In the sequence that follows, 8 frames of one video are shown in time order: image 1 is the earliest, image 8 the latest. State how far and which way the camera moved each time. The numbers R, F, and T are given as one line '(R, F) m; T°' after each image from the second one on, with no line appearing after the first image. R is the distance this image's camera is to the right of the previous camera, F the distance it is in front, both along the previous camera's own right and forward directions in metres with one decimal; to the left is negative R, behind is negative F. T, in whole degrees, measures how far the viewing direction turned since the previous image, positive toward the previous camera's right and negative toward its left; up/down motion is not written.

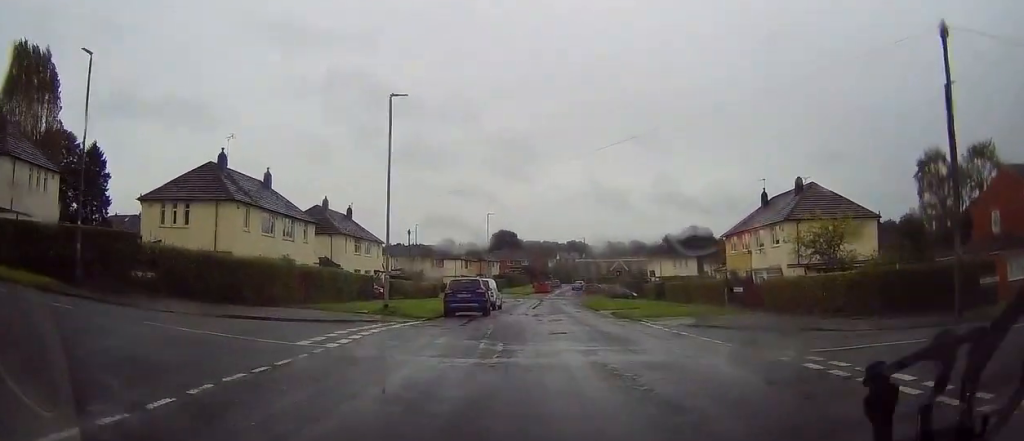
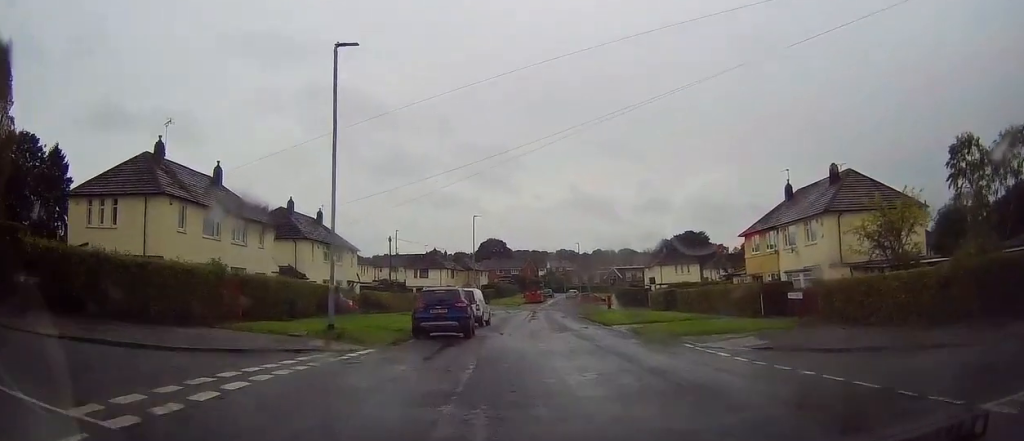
(-0.1, +6.9) m; -1°
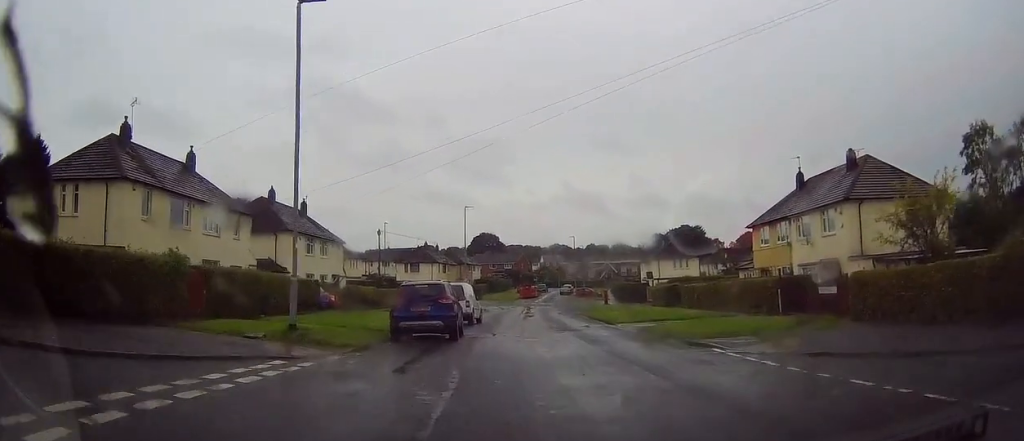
(-0.1, +3.0) m; 0°
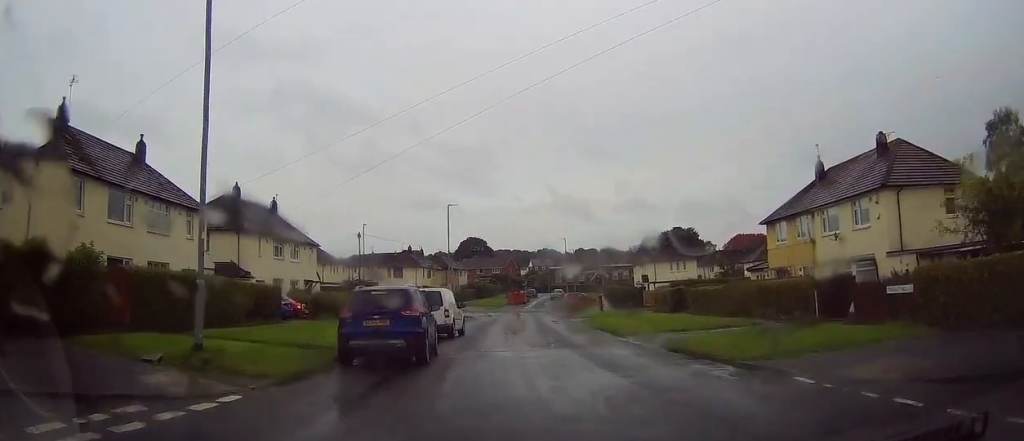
(+0.1, +4.7) m; +1°
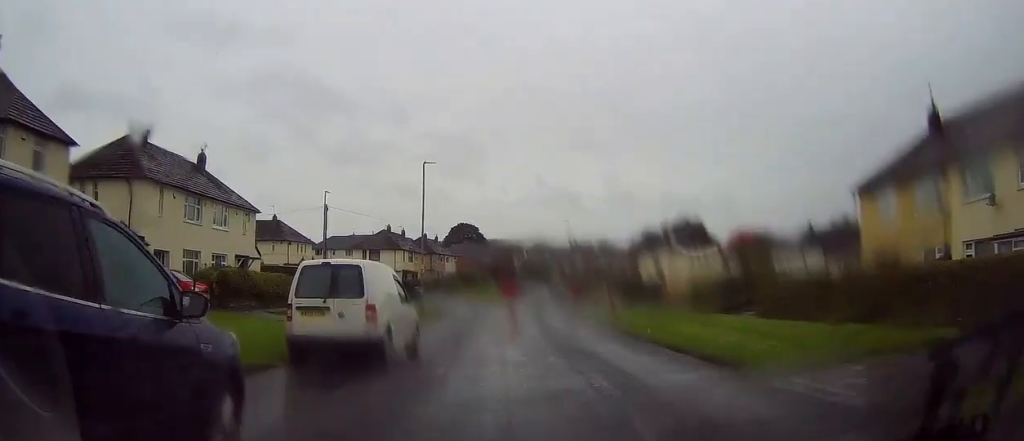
(0.0, +12.5) m; -1°
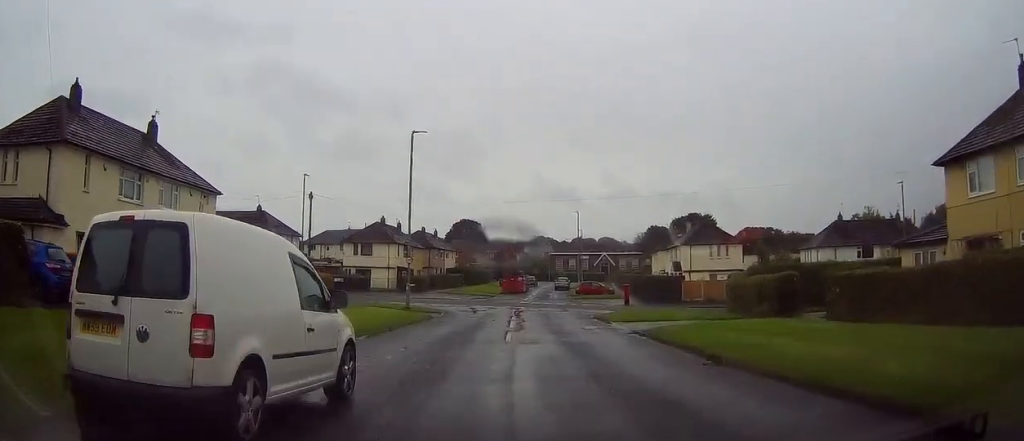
(0.0, +6.7) m; +1°
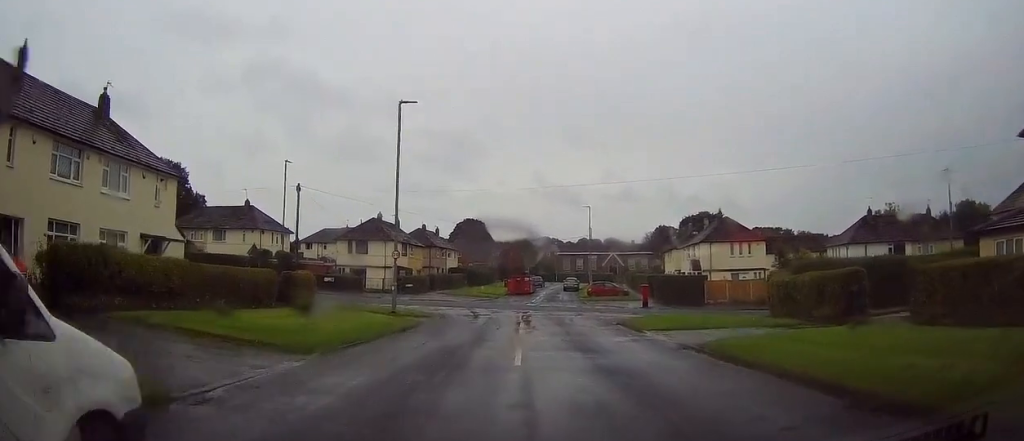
(+0.1, +5.3) m; +1°
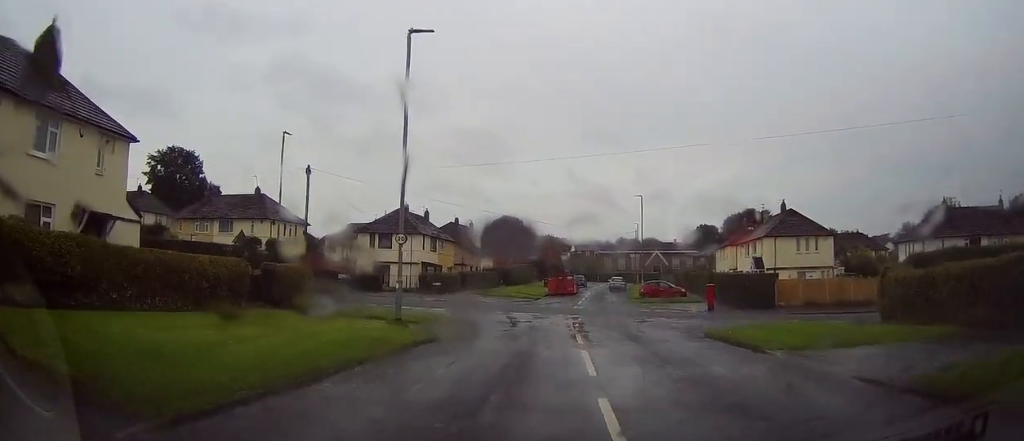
(-0.2, +7.4) m; -3°
